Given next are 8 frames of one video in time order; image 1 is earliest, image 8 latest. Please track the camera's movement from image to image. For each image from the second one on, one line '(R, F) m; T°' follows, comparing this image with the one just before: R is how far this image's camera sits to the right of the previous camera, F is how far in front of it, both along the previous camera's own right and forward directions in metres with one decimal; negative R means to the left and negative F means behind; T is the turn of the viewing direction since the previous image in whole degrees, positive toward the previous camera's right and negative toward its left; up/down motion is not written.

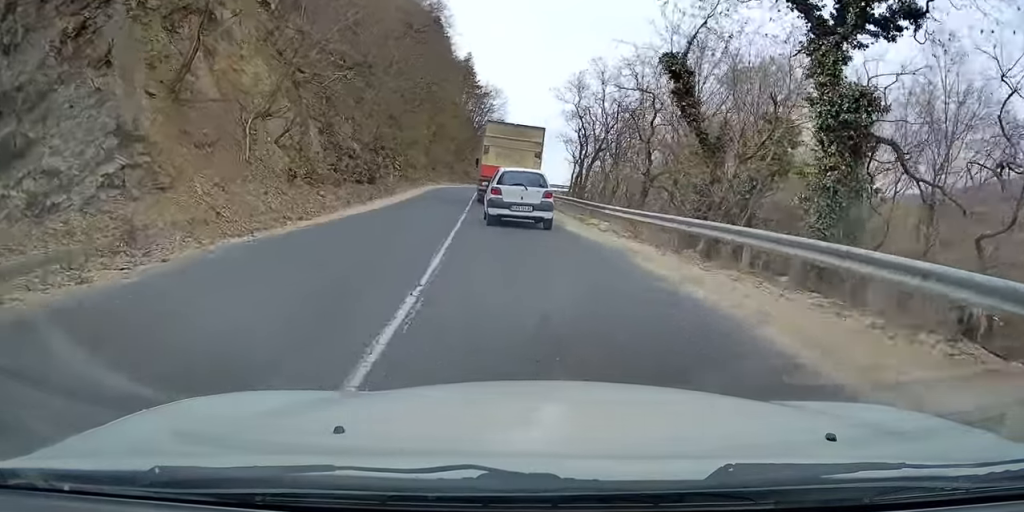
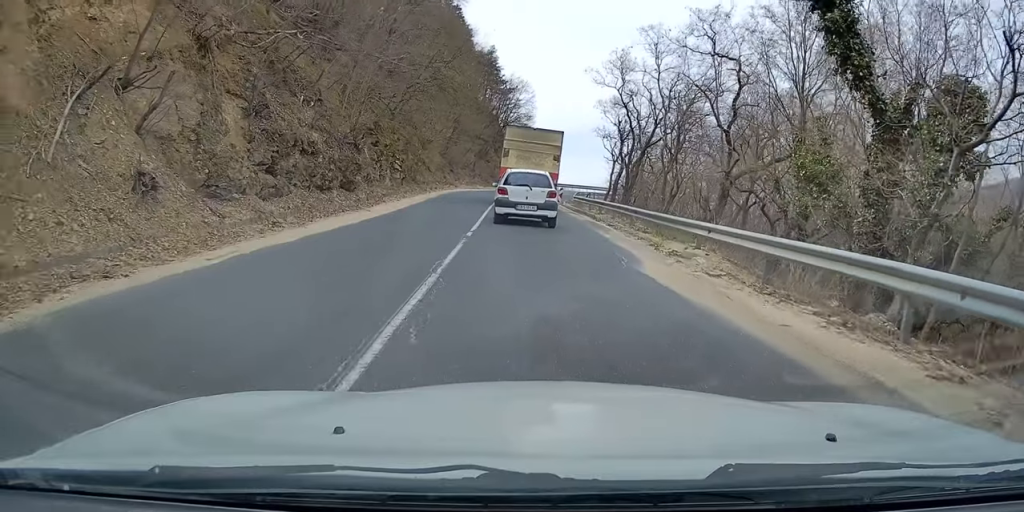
(-0.3, +8.5) m; -1°
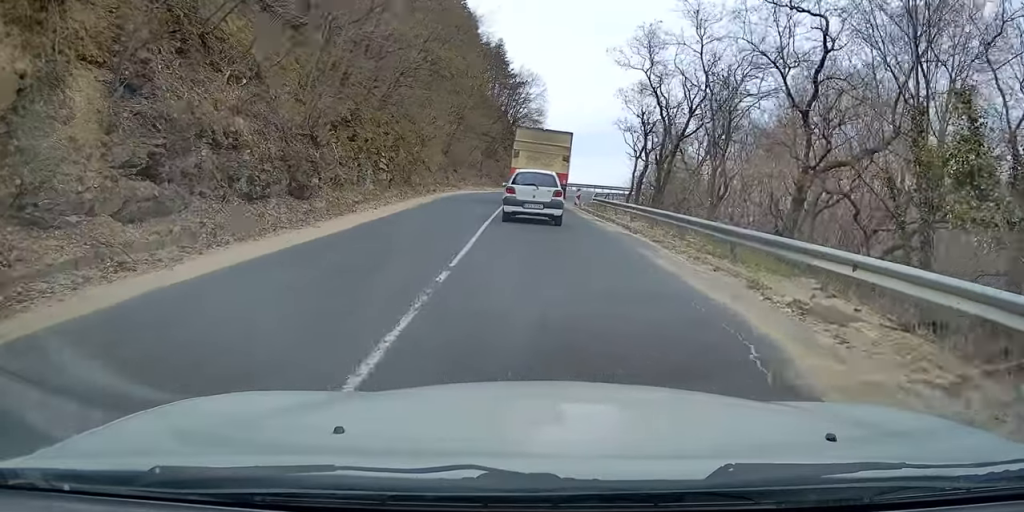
(+0.1, +5.8) m; +1°
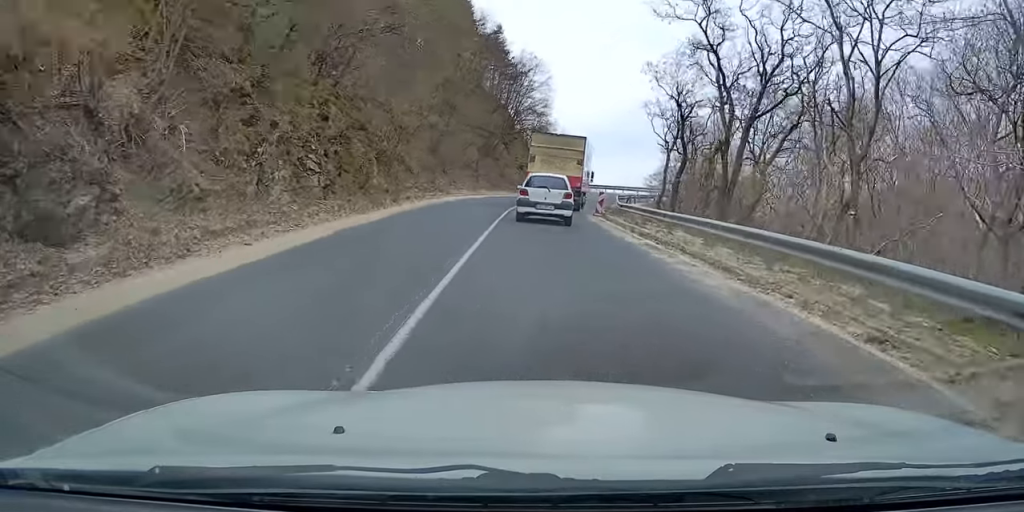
(+0.1, +9.7) m; 0°
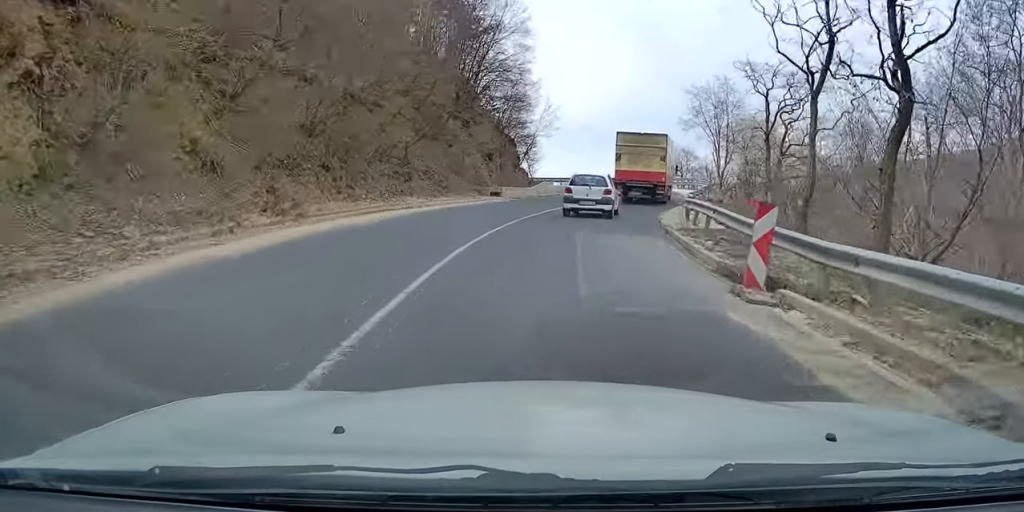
(0.0, +22.4) m; +4°
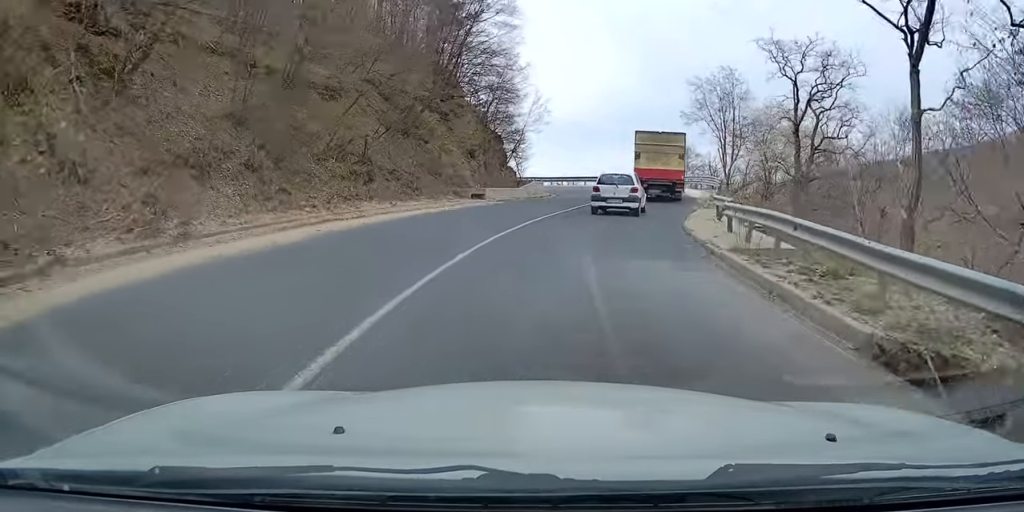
(+0.2, +5.2) m; +3°
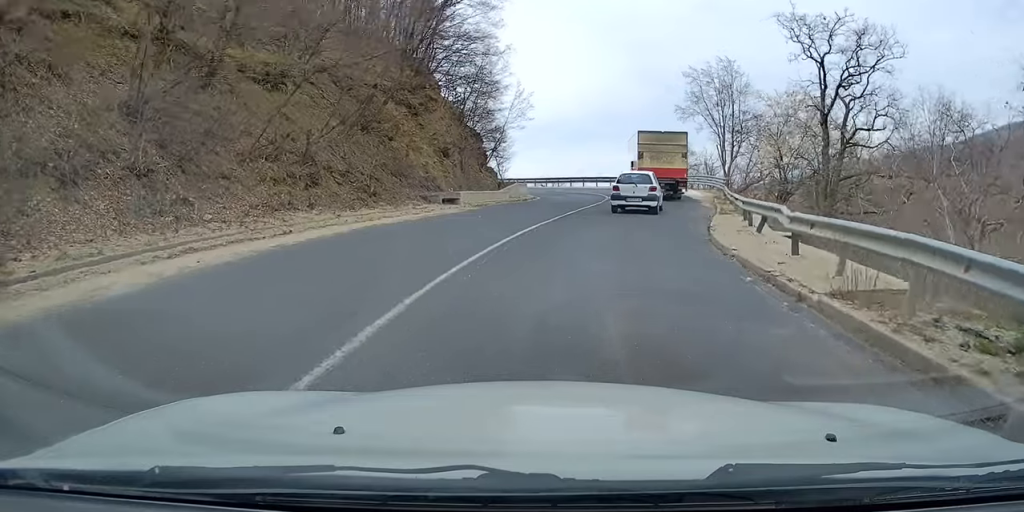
(+0.1, +4.6) m; +2°
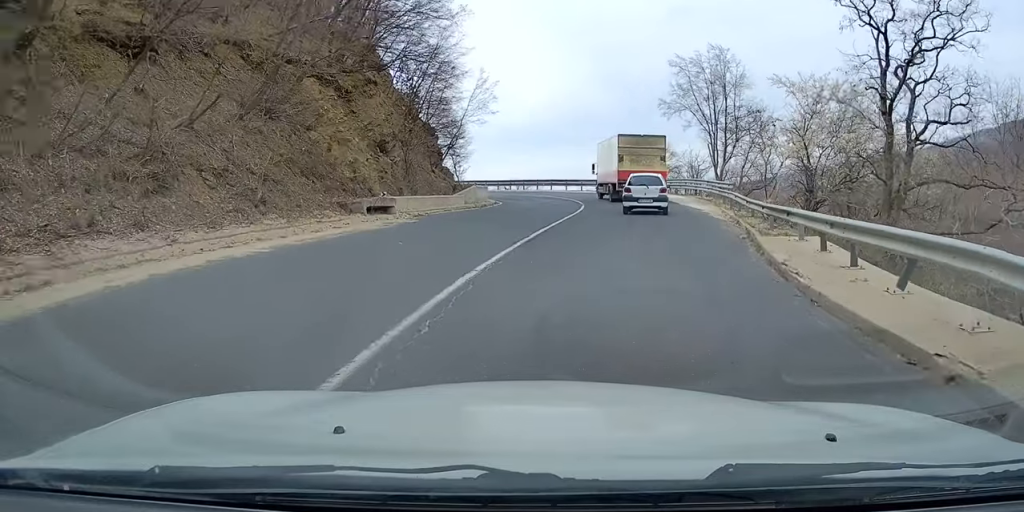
(+0.2, +7.2) m; +3°
